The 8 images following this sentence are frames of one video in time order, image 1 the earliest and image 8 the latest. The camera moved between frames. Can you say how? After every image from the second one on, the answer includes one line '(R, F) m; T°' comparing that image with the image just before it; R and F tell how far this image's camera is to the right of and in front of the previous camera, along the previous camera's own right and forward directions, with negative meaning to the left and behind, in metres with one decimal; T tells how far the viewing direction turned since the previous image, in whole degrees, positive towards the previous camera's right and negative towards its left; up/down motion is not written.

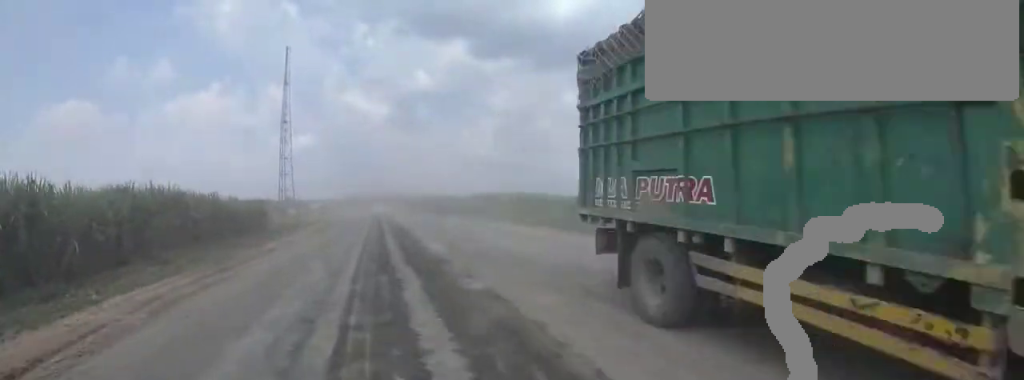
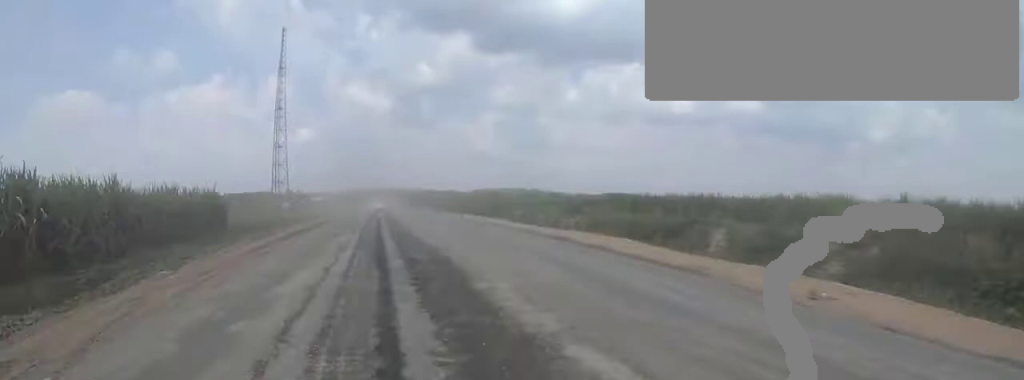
(+0.2, +12.3) m; -2°
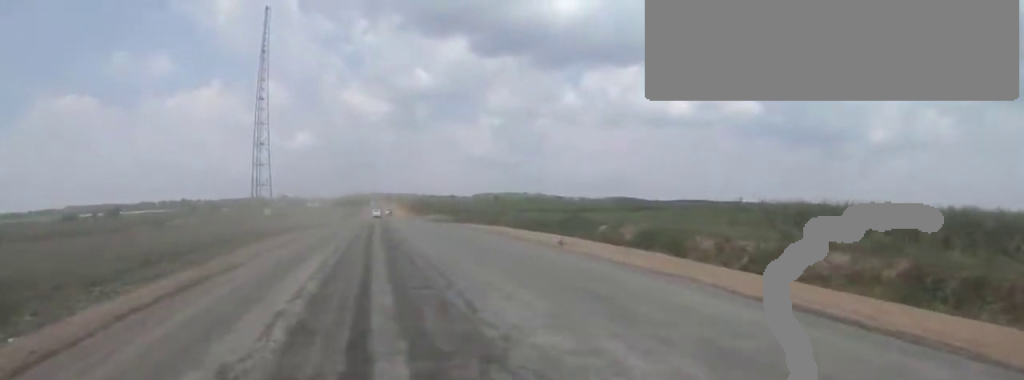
(-1.5, +24.2) m; -4°
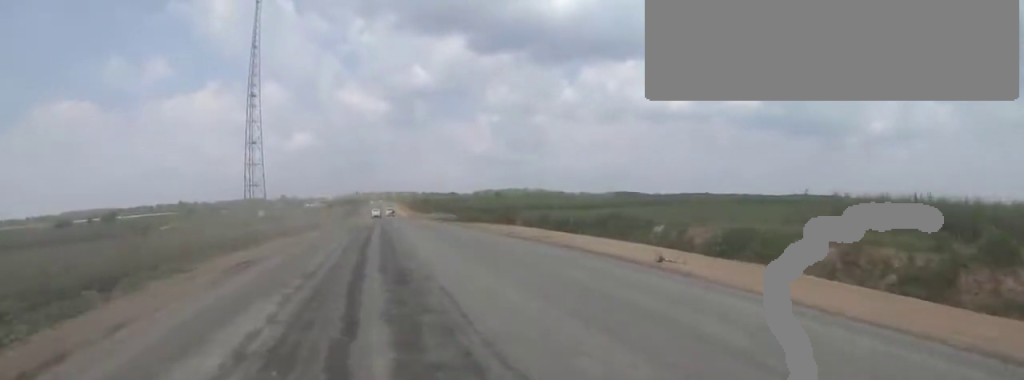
(0.0, +7.1) m; 0°
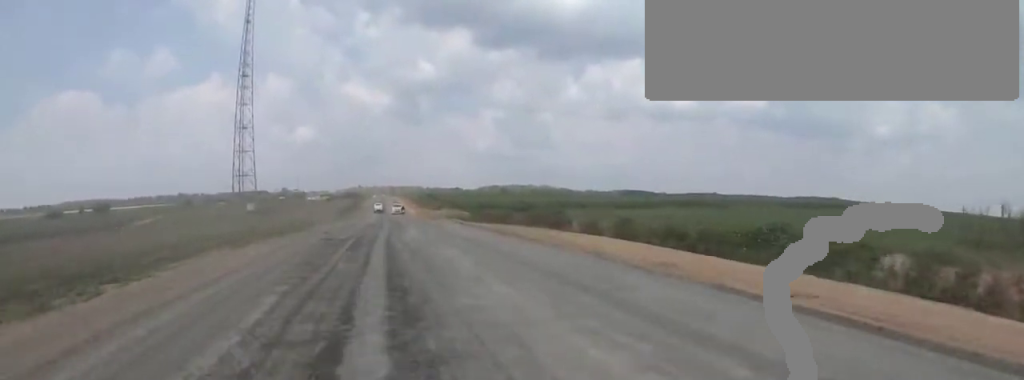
(0.0, +14.3) m; 0°
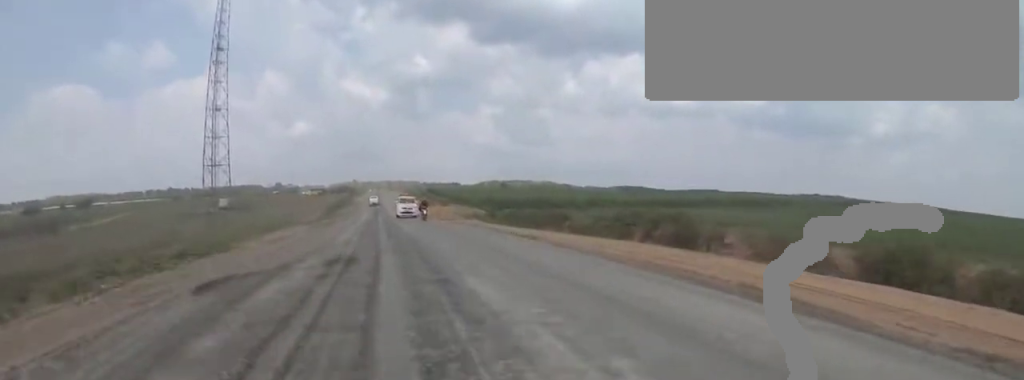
(0.0, +18.5) m; 0°
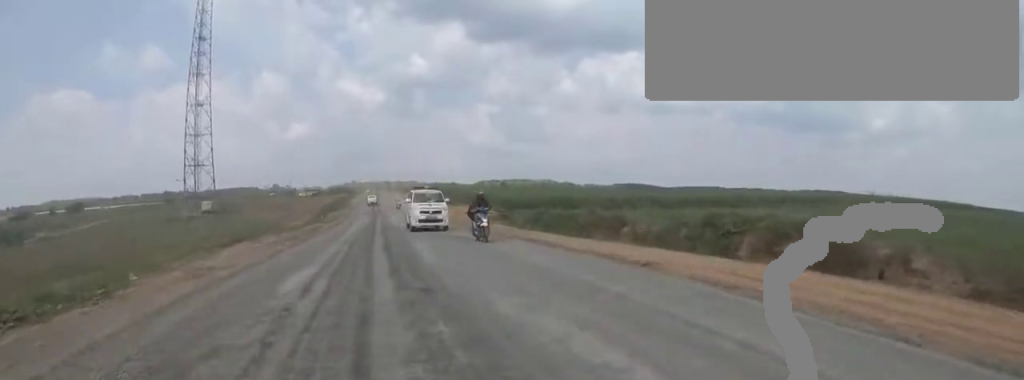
(0.0, +9.1) m; 0°
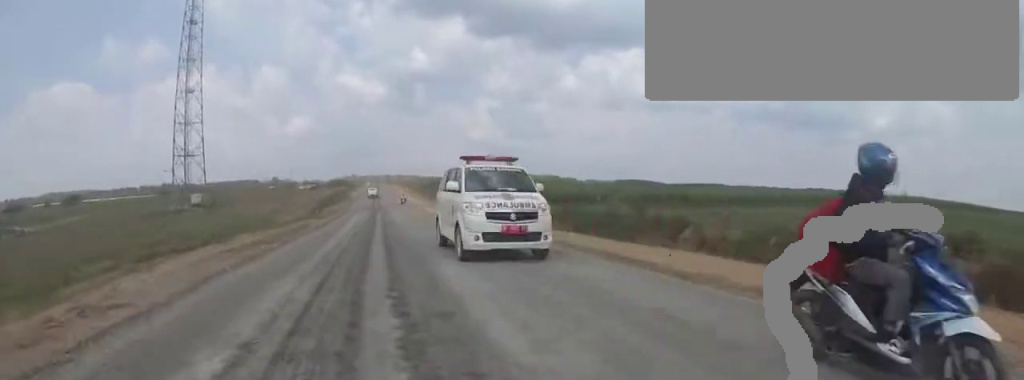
(0.0, +5.8) m; 0°
